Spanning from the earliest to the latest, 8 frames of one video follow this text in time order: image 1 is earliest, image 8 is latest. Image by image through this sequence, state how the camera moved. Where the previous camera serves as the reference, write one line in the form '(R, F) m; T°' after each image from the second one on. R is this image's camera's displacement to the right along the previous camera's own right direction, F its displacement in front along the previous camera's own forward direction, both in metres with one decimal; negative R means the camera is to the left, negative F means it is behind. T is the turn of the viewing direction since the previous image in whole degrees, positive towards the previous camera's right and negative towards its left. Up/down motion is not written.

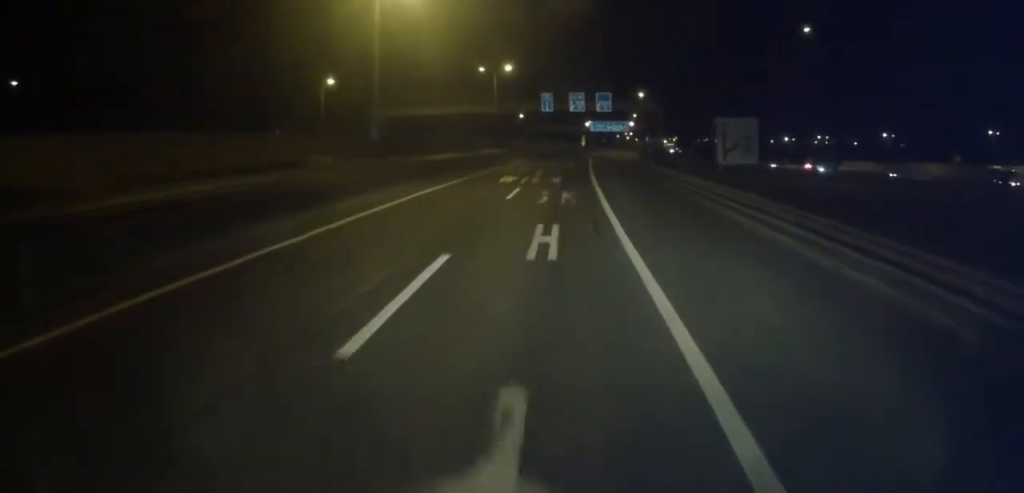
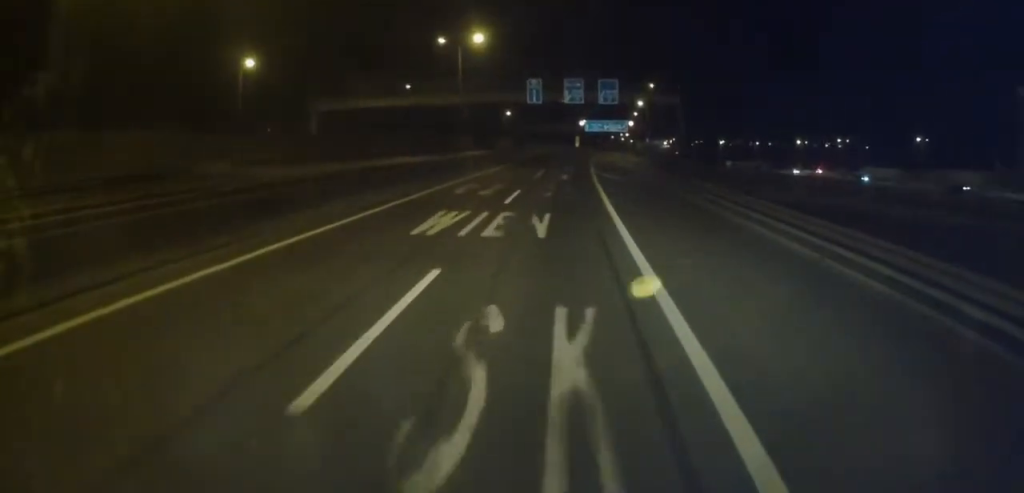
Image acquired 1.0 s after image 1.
(+0.3, +20.7) m; +1°
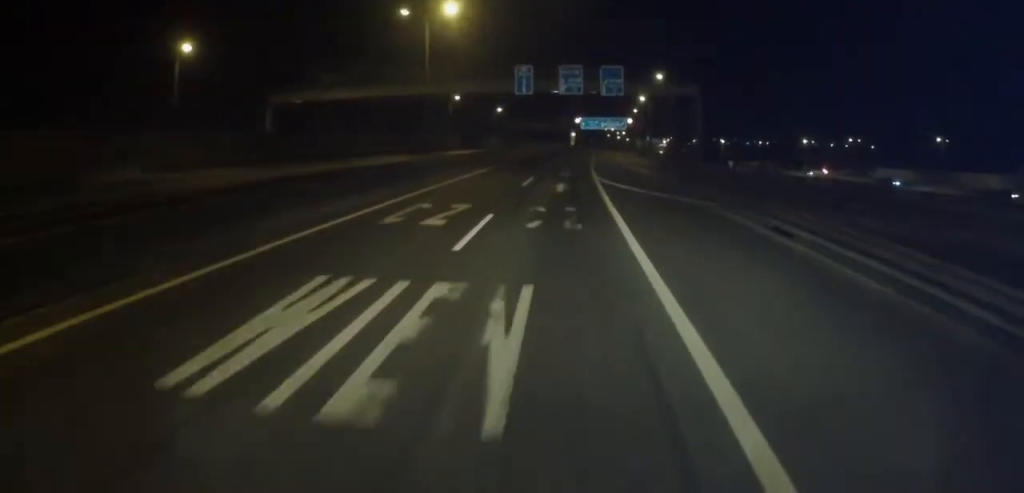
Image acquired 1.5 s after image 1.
(+0.2, +11.4) m; +1°
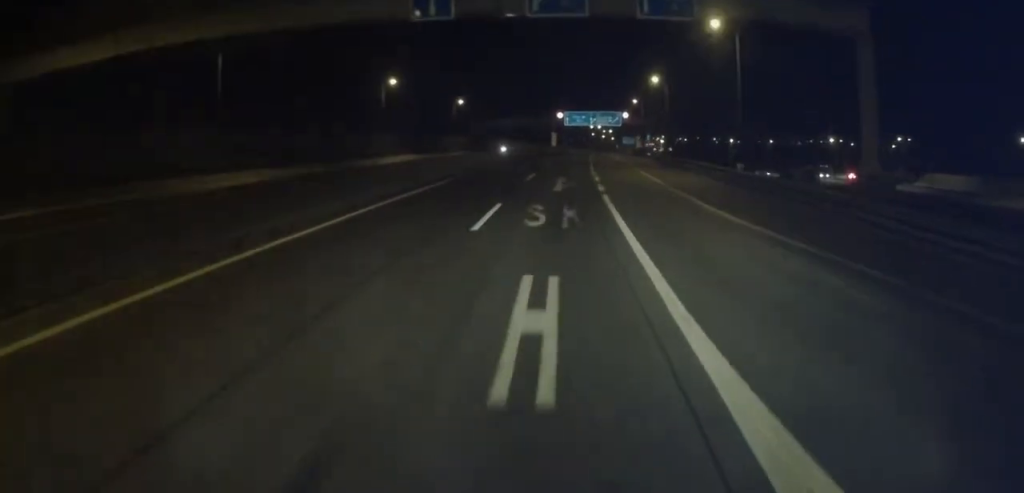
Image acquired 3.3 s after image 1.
(-0.2, +32.0) m; +1°
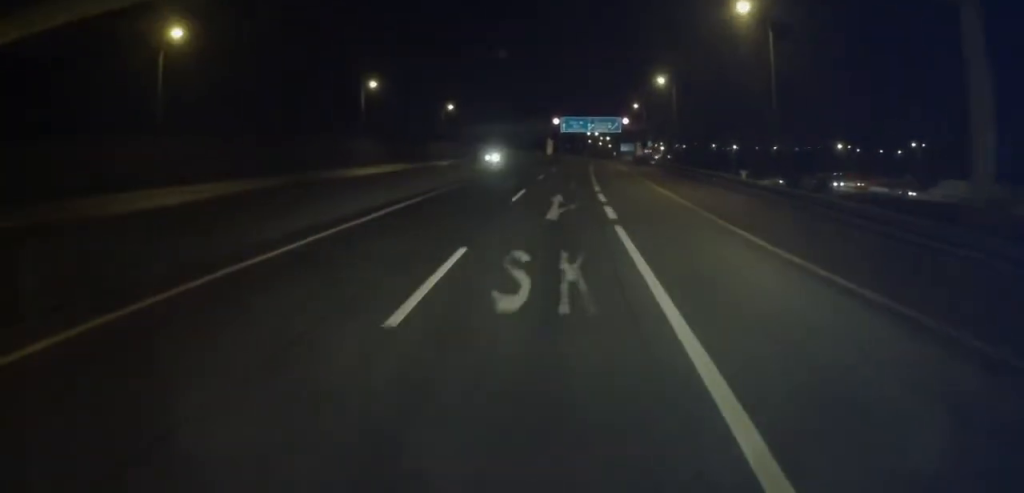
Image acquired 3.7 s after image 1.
(0.0, +7.2) m; 0°
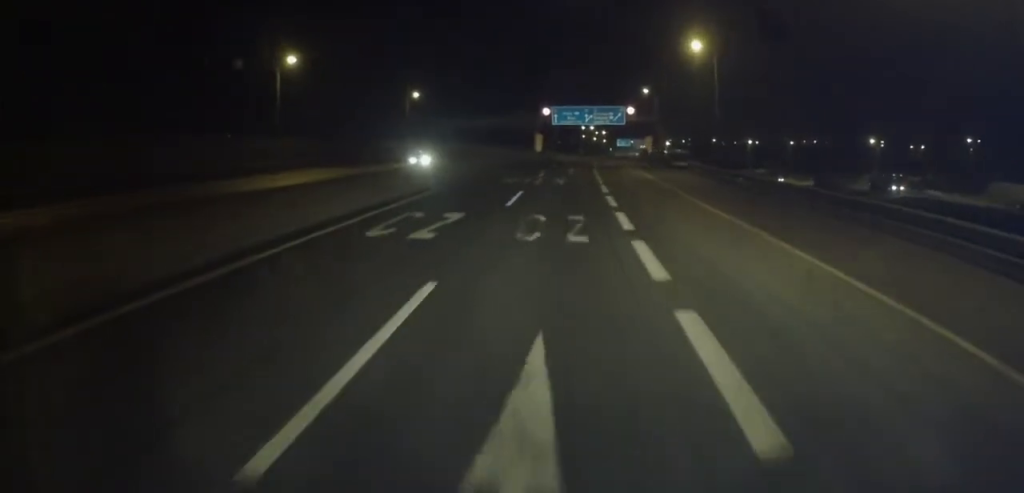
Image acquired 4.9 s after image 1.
(+0.3, +21.9) m; +1°
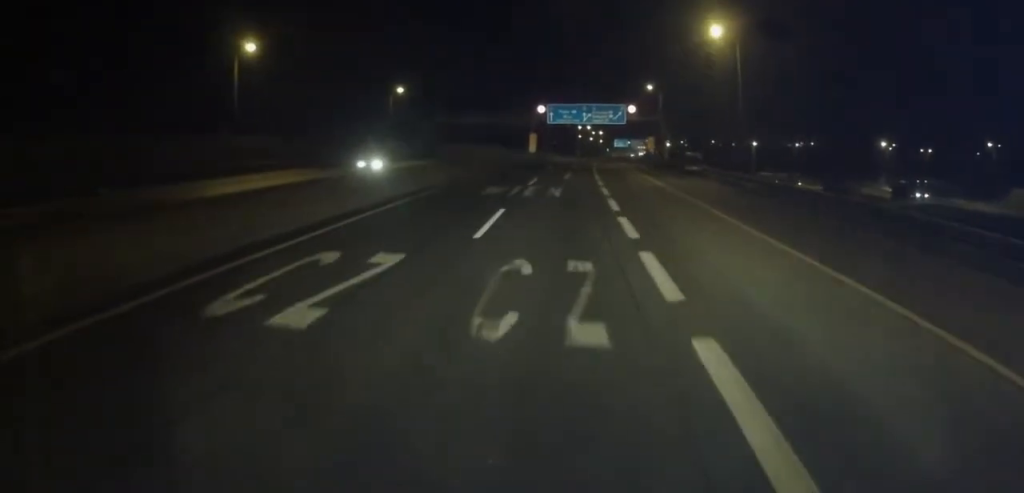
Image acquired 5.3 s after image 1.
(-0.1, +7.4) m; 0°
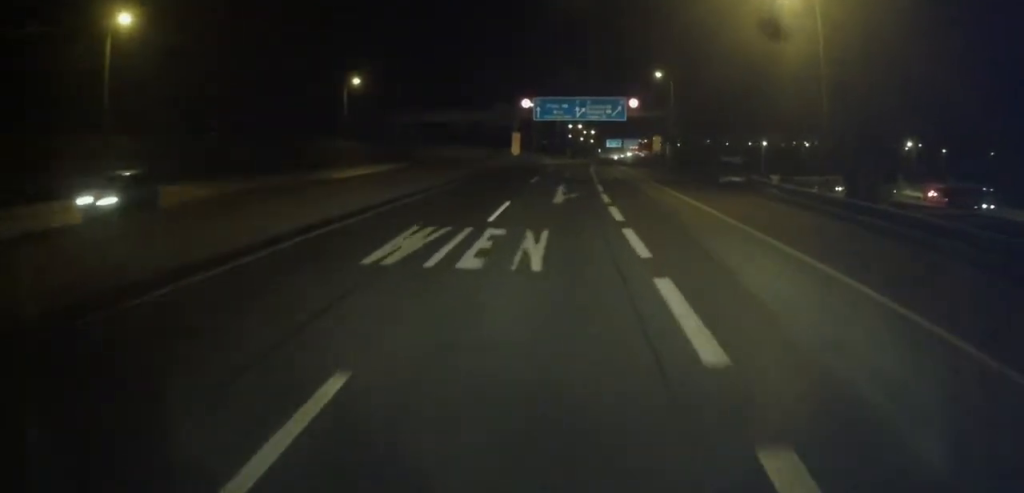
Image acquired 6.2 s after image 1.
(+0.3, +15.7) m; +2°
